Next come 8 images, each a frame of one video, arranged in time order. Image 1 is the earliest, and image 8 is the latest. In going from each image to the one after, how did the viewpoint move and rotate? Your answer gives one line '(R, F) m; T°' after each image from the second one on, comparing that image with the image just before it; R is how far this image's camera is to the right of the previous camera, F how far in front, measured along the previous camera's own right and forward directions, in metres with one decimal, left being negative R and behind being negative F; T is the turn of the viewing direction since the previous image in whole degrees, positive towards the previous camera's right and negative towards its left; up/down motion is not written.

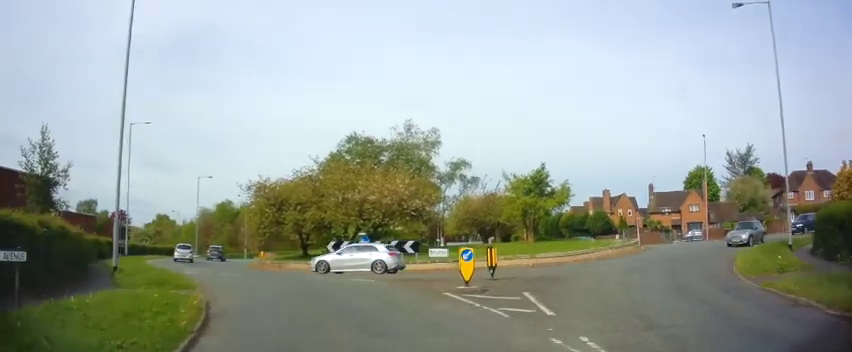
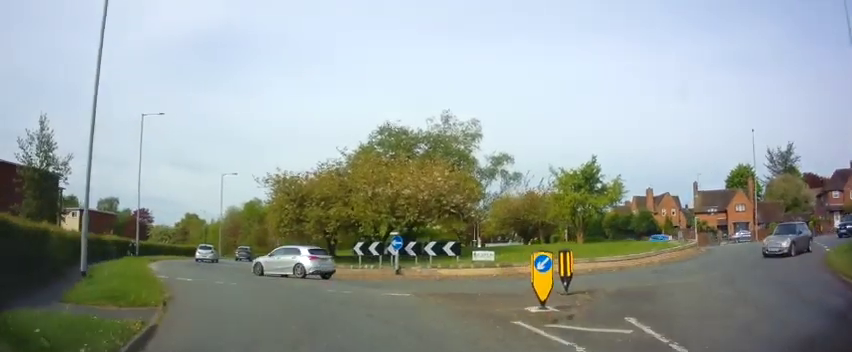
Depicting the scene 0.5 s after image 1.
(-0.1, +3.7) m; -3°
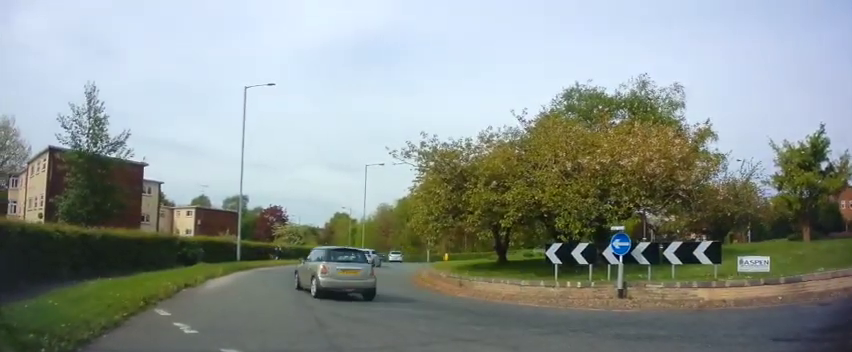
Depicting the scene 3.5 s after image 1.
(-1.6, +11.0) m; -12°
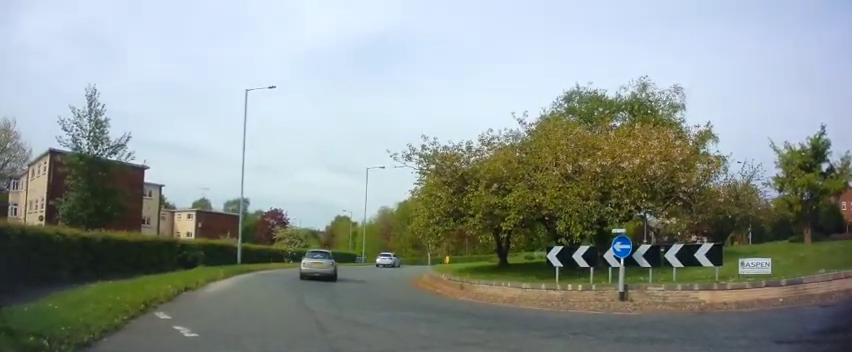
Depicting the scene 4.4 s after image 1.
(-0.2, +0.4) m; 0°
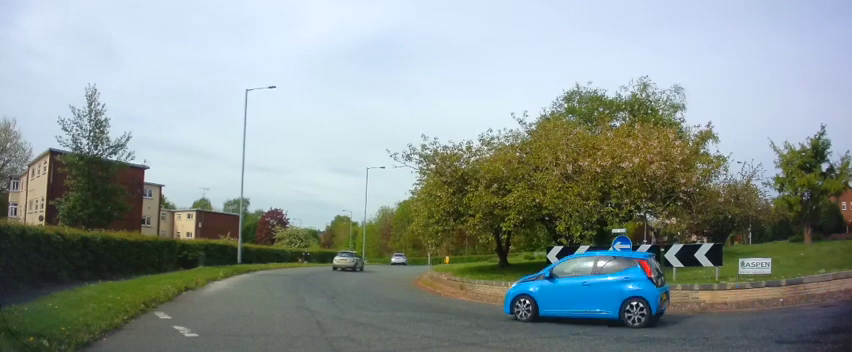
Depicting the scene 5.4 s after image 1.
(0.0, 0.0) m; 0°
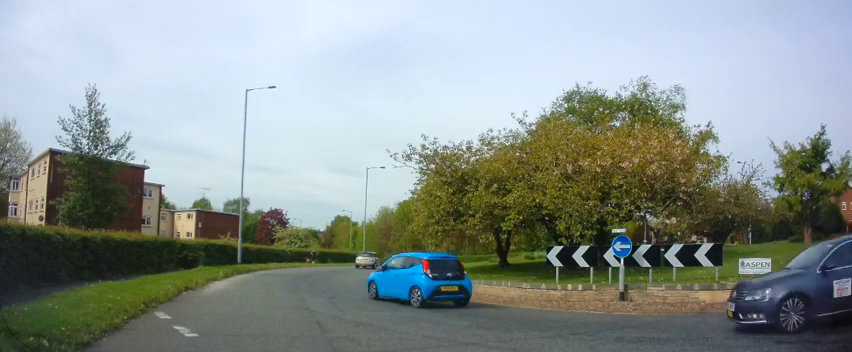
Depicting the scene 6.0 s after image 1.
(0.0, 0.0) m; 0°
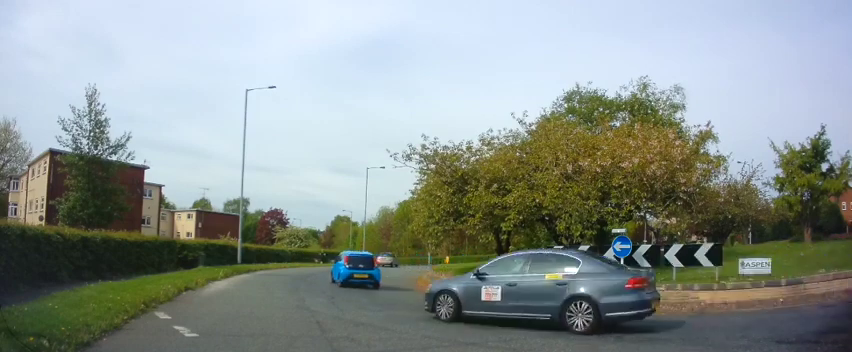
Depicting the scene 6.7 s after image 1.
(0.0, 0.0) m; 0°
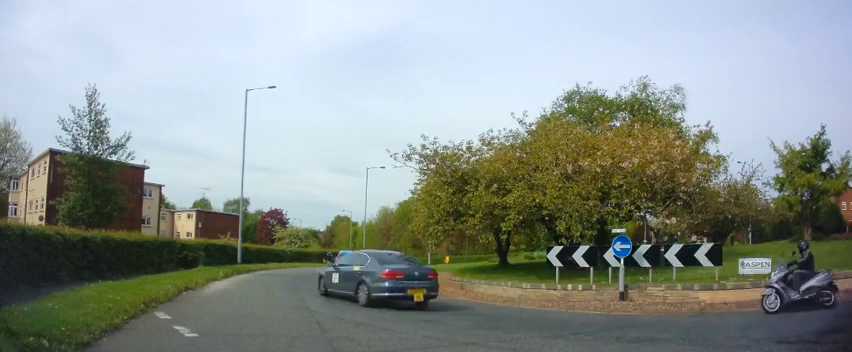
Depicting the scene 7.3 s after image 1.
(0.0, 0.0) m; 0°
